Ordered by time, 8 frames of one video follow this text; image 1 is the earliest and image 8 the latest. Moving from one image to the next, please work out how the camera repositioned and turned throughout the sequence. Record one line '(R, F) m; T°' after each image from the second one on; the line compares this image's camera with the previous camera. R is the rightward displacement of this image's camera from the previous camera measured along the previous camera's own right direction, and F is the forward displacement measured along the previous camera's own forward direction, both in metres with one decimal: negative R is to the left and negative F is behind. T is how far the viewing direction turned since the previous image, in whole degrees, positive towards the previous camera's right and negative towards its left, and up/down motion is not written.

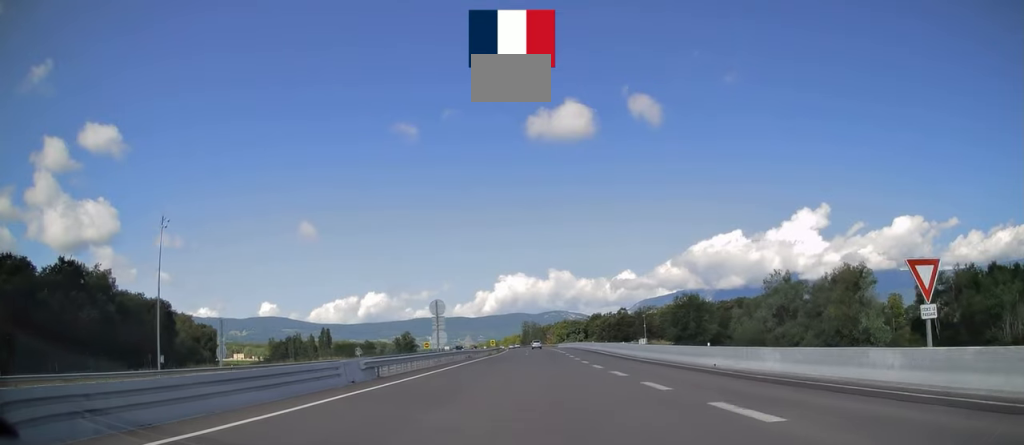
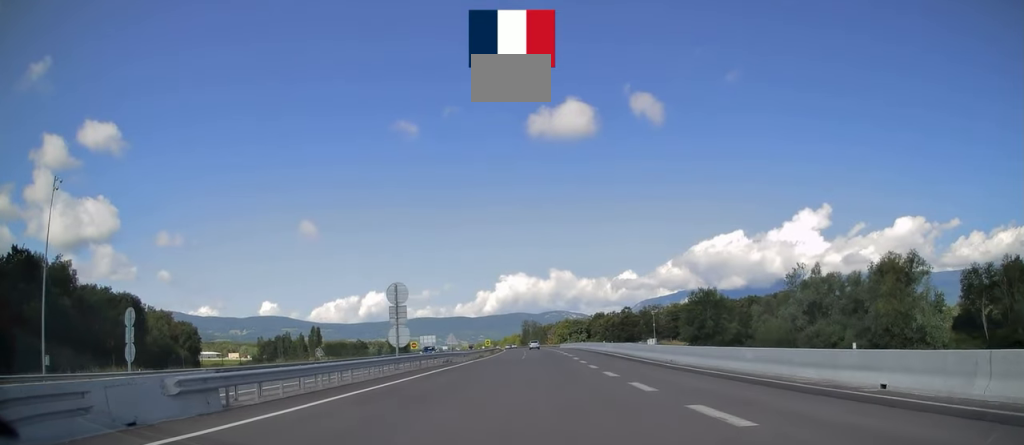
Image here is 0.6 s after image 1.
(+0.1, +12.9) m; -1°
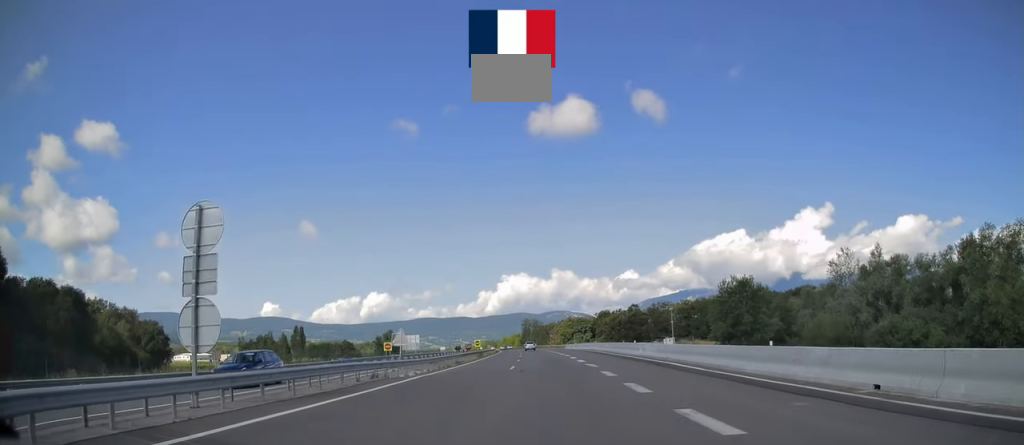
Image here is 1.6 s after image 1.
(-0.3, +20.1) m; 0°
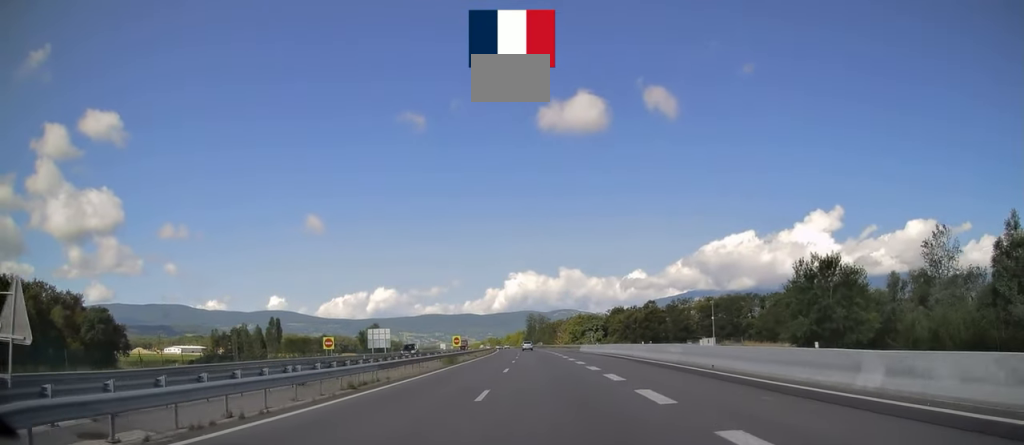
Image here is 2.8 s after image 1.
(+0.4, +28.1) m; 0°
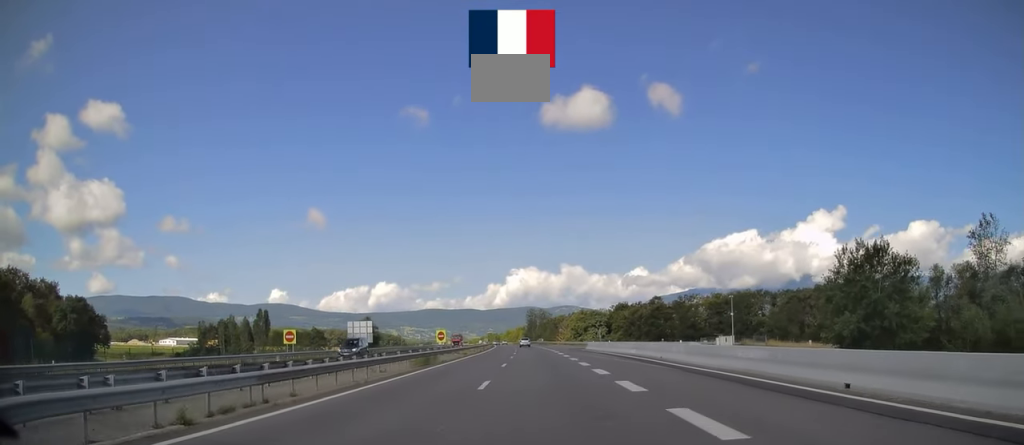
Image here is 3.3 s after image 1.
(-0.2, +10.7) m; -1°
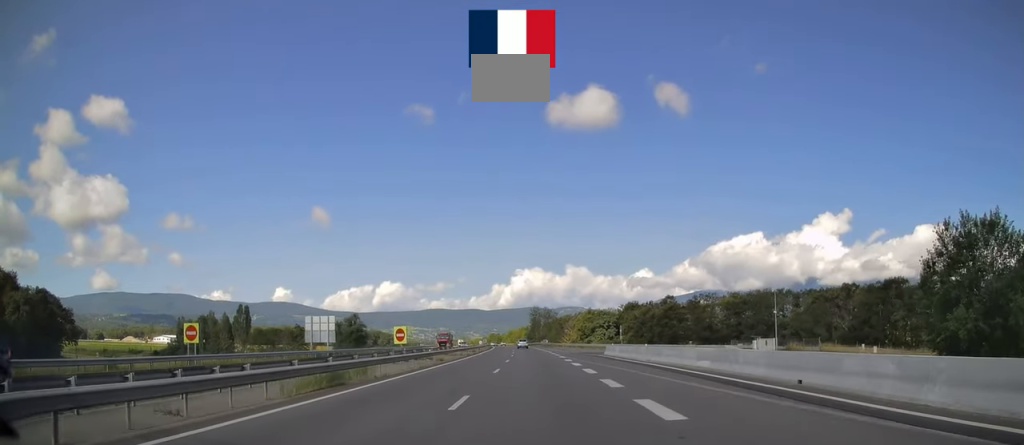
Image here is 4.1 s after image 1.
(-0.1, +17.5) m; 0°
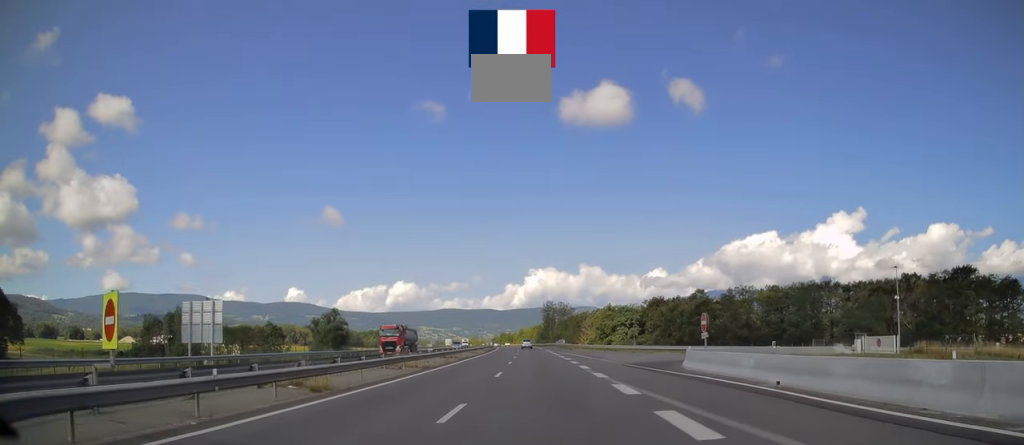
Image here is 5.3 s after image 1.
(0.0, +28.0) m; -1°
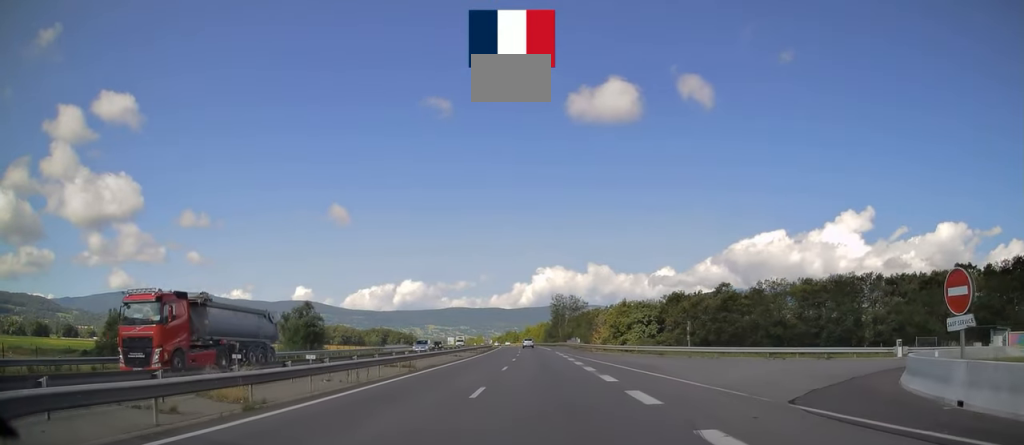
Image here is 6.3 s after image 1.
(-0.2, +21.7) m; -1°
